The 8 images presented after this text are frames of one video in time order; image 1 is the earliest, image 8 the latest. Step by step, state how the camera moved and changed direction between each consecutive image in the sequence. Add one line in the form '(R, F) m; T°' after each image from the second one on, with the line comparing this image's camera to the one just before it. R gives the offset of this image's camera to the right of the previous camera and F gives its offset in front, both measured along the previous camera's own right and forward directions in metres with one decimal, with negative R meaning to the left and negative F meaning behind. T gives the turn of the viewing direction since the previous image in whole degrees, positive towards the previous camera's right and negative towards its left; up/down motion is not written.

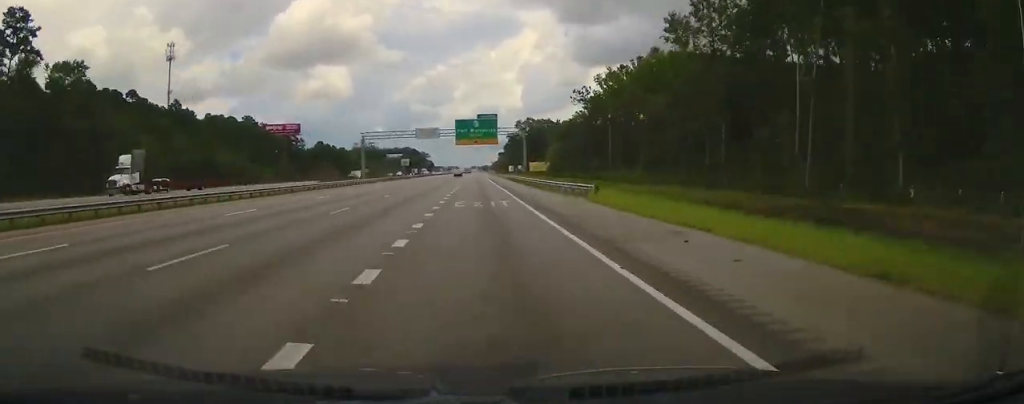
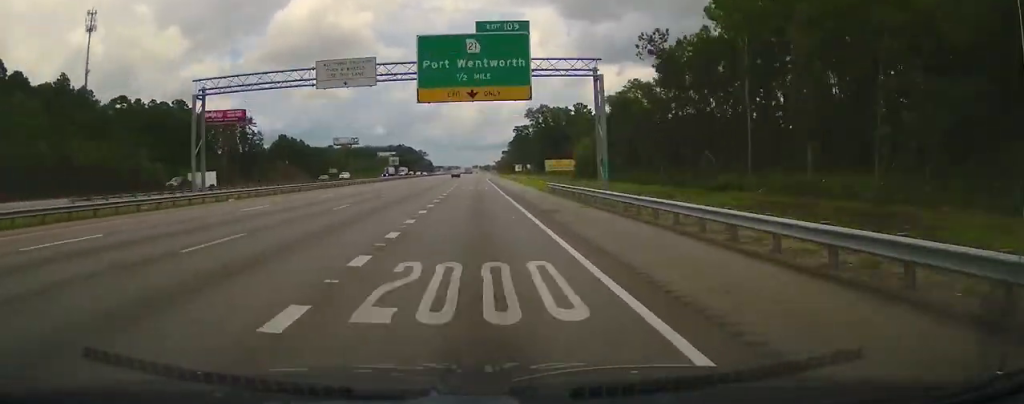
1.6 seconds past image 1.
(-0.3, +58.3) m; 0°
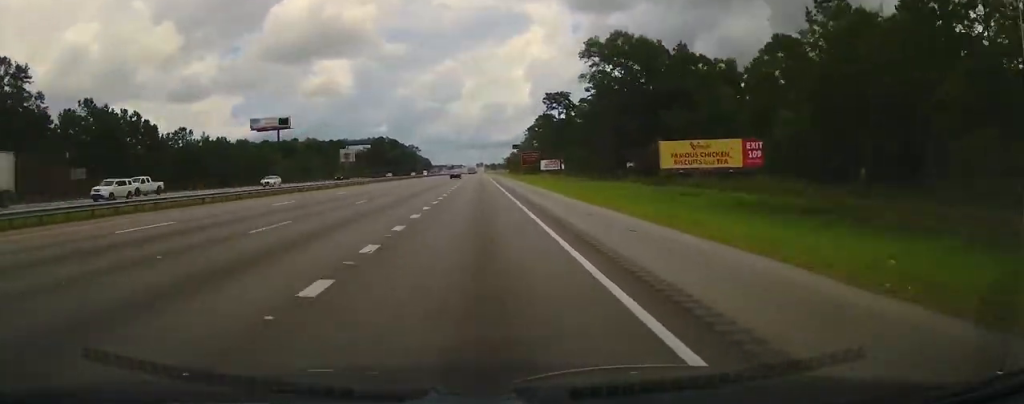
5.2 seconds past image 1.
(-0.9, +128.9) m; 0°
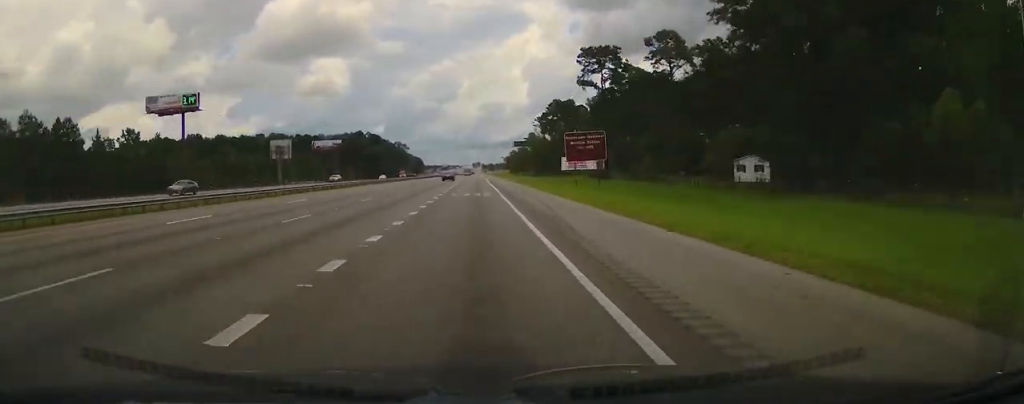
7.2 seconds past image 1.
(+0.6, +69.3) m; 0°
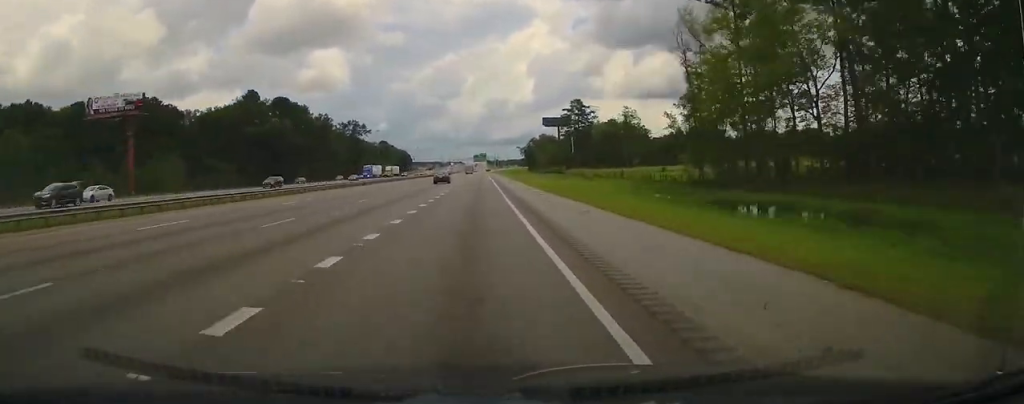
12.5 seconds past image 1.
(-0.6, +183.0) m; -1°
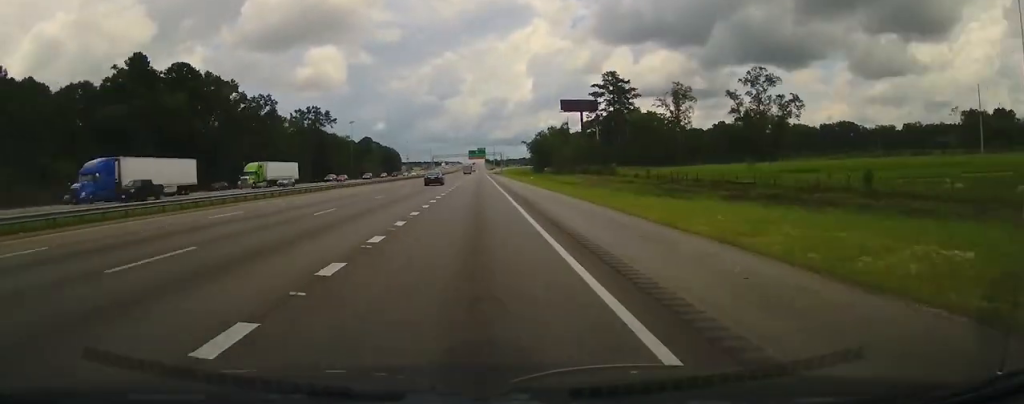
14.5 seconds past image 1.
(-0.3, +64.8) m; 0°
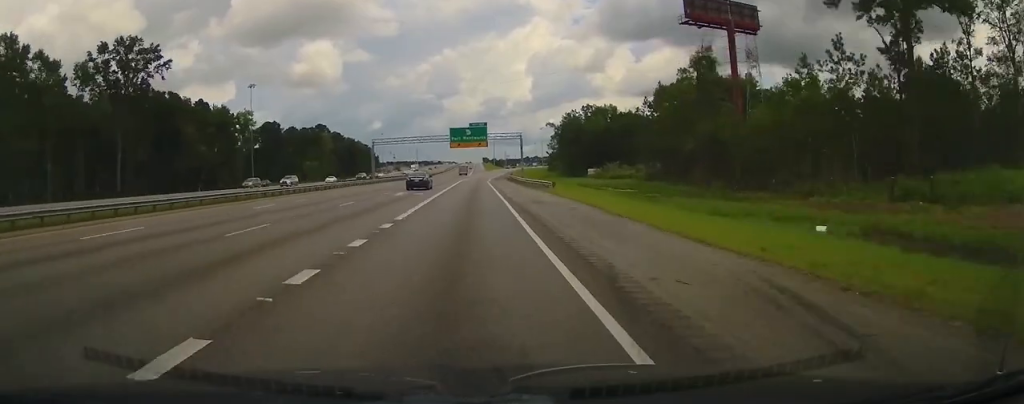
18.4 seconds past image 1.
(+0.5, +125.8) m; +1°
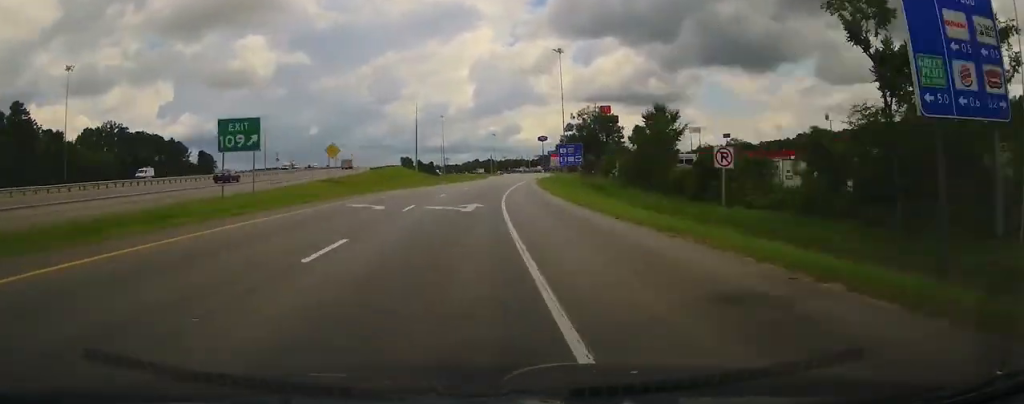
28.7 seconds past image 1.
(+17.8, +306.7) m; +10°
